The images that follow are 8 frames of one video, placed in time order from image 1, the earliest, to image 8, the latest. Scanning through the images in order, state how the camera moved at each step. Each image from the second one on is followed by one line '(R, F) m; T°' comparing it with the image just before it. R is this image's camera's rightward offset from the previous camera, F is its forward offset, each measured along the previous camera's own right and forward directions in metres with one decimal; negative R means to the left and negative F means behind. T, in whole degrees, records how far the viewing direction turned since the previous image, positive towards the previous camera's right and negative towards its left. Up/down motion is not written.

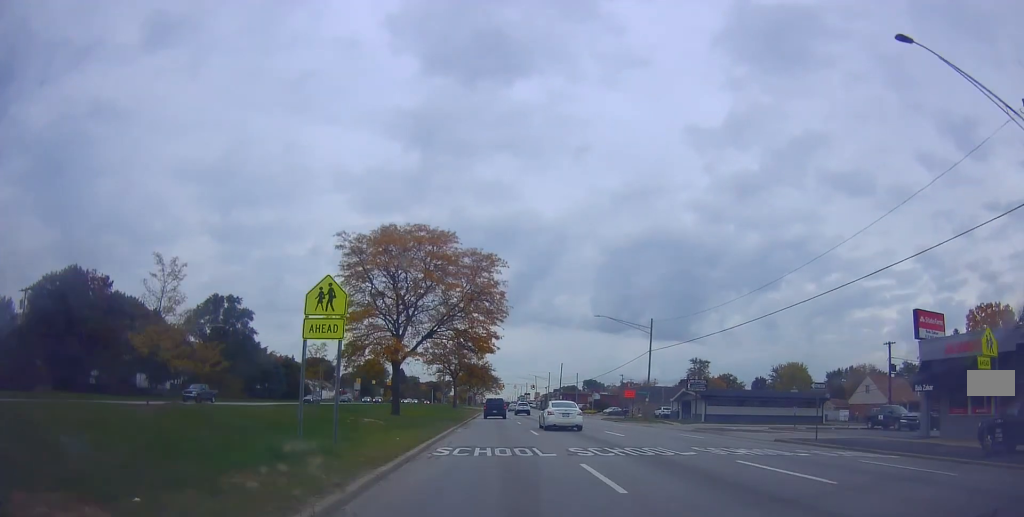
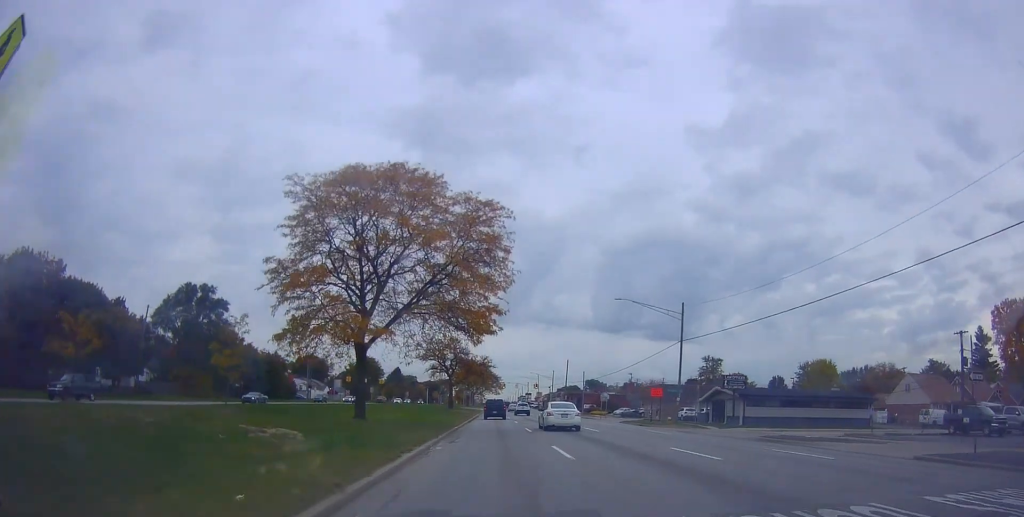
(+0.3, +10.5) m; 0°
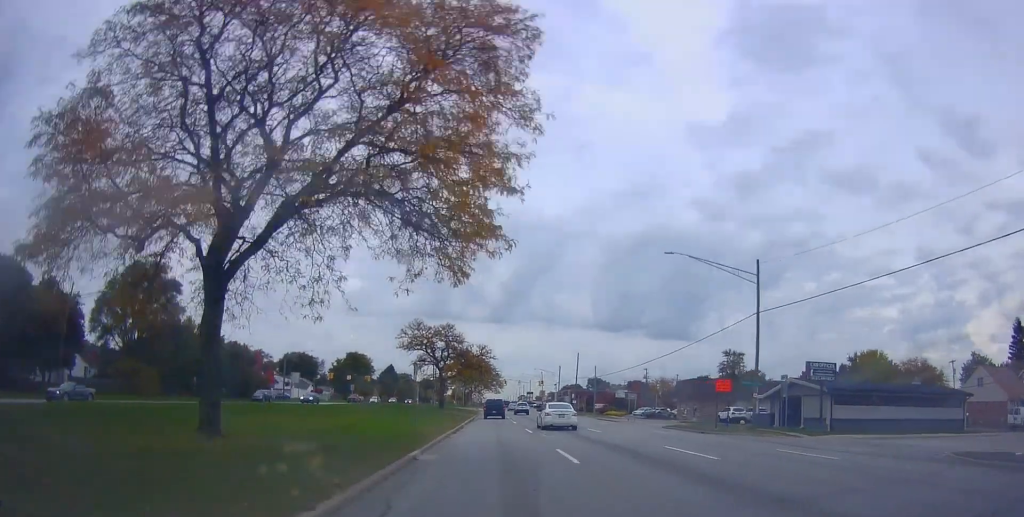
(+0.3, +15.7) m; 0°
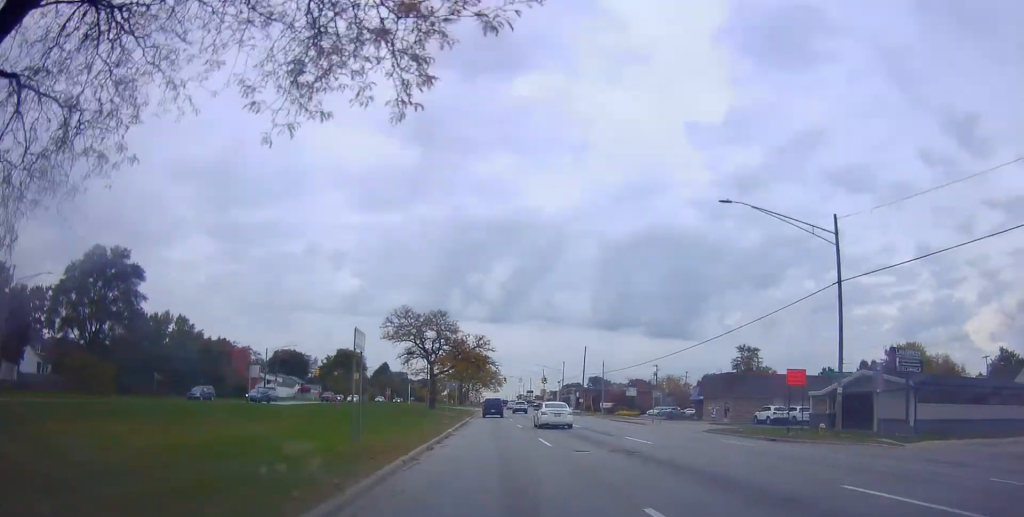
(-0.4, +9.8) m; 0°
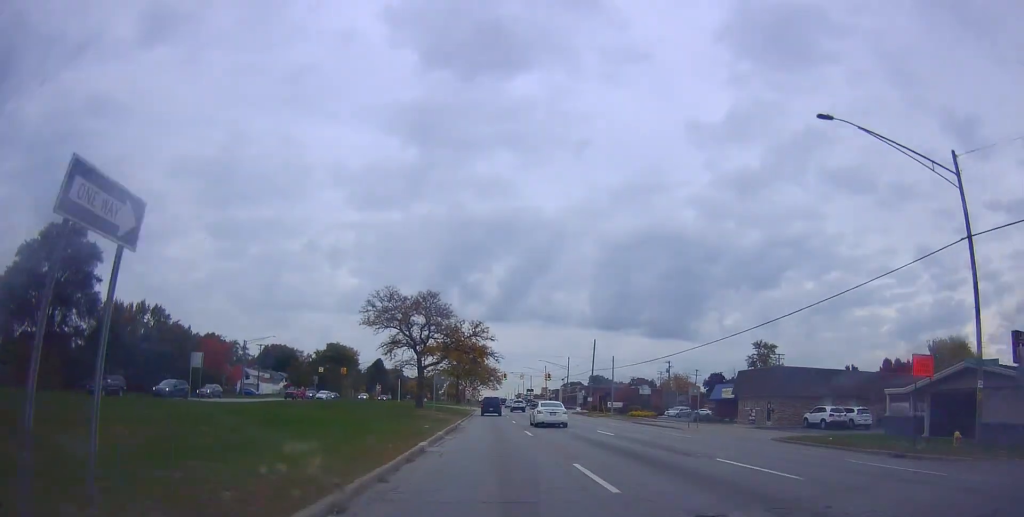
(0.0, +9.8) m; 0°
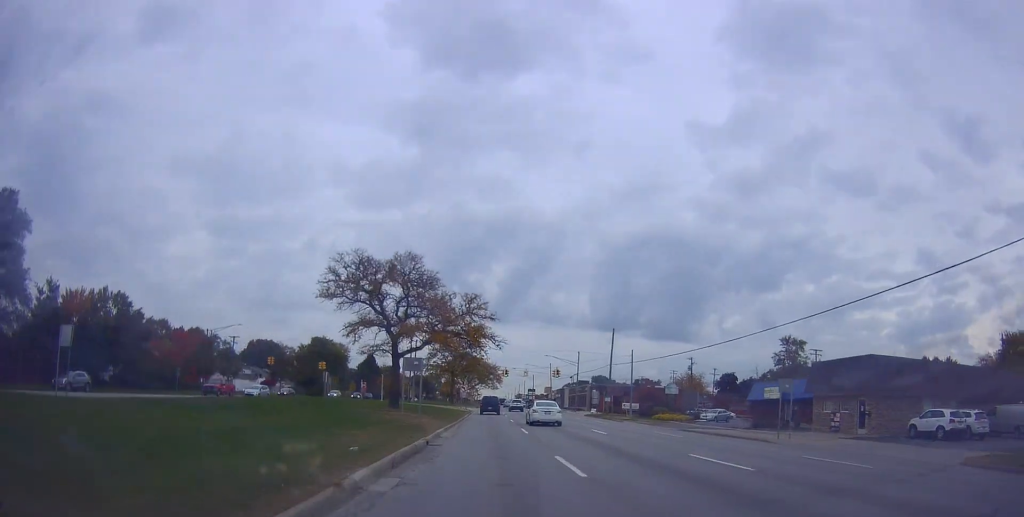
(+0.5, +13.7) m; +1°
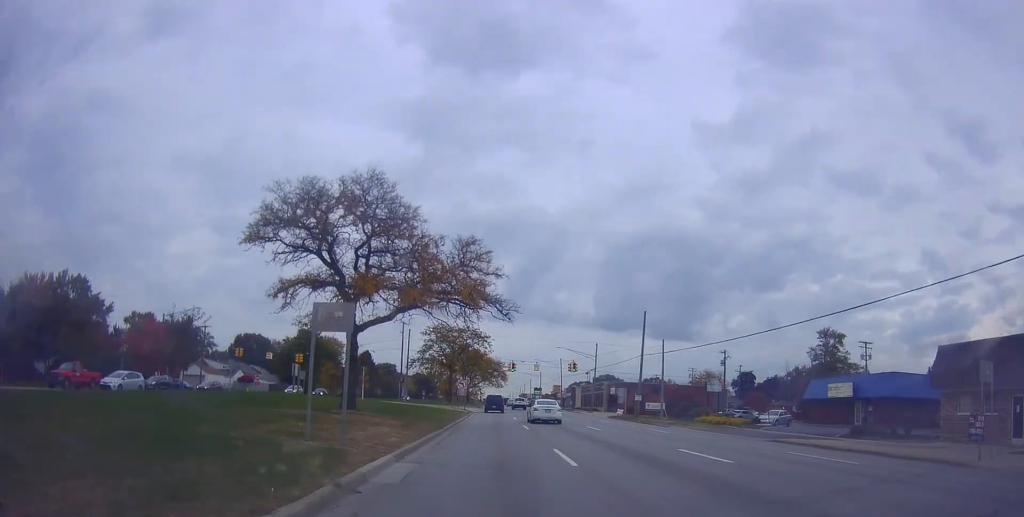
(-0.2, +13.8) m; 0°
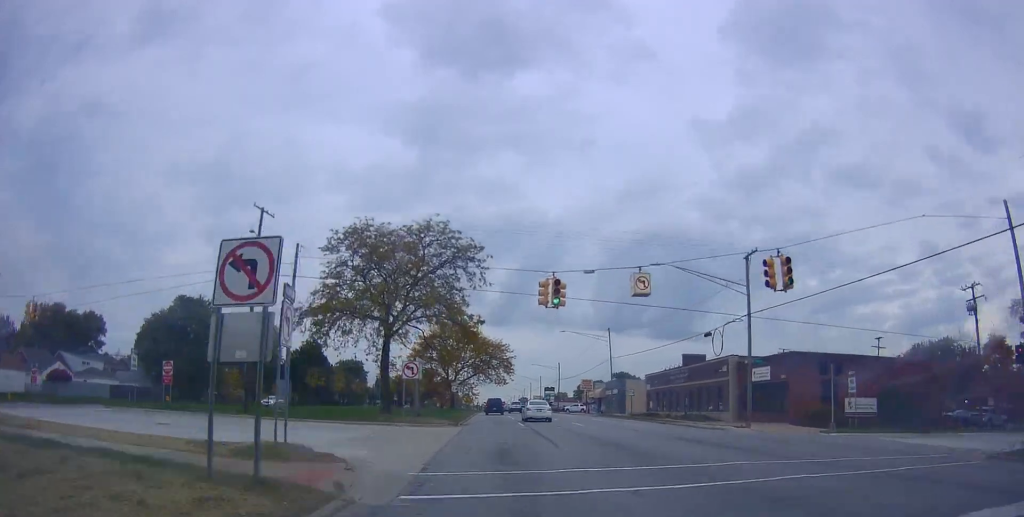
(-0.8, +54.3) m; 0°
